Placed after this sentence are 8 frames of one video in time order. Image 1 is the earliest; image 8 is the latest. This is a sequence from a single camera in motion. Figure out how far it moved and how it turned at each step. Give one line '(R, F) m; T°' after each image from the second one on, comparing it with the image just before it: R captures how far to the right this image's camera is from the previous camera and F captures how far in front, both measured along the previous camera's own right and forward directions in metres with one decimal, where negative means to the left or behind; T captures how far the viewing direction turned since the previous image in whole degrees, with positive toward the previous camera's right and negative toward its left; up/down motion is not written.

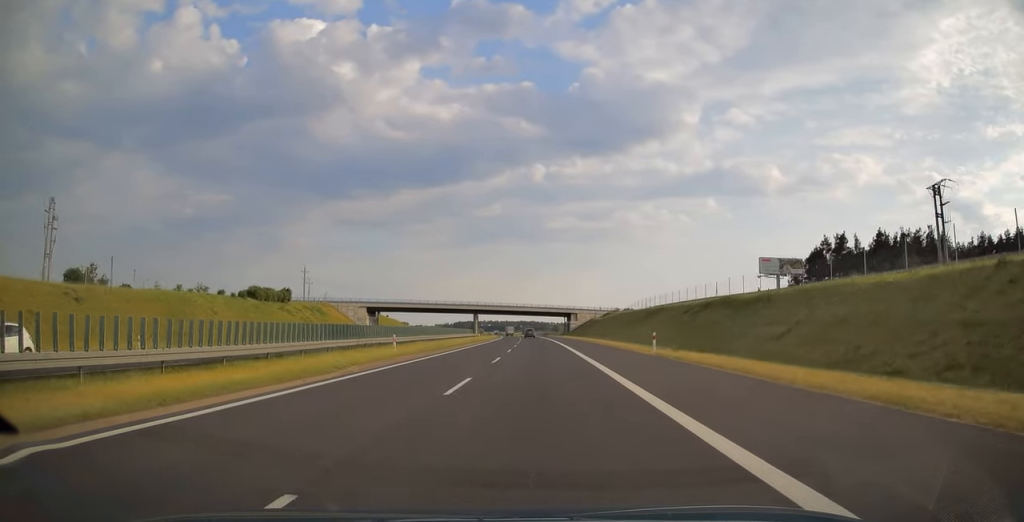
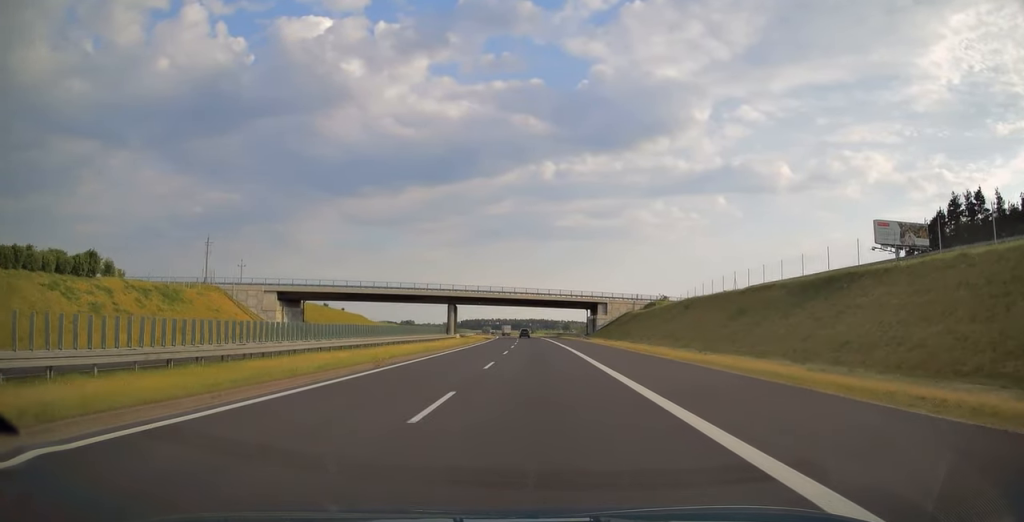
(-0.5, +51.8) m; -1°
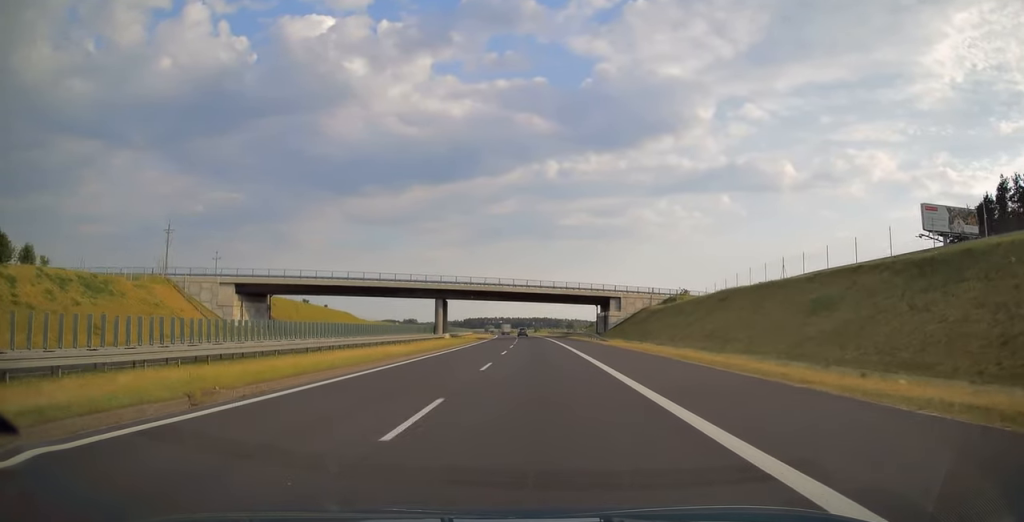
(-0.1, +13.6) m; 0°
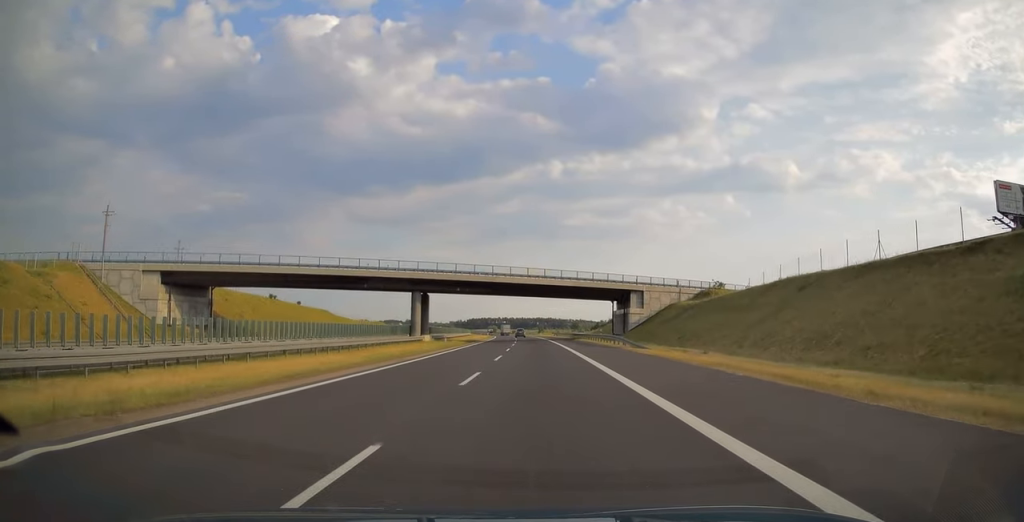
(0.0, +16.9) m; 0°
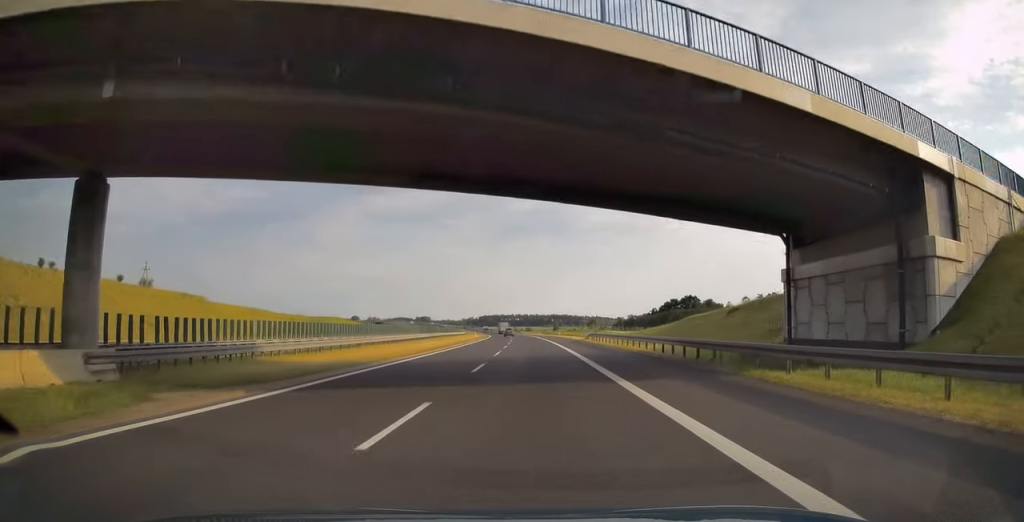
(-0.6, +55.9) m; -1°
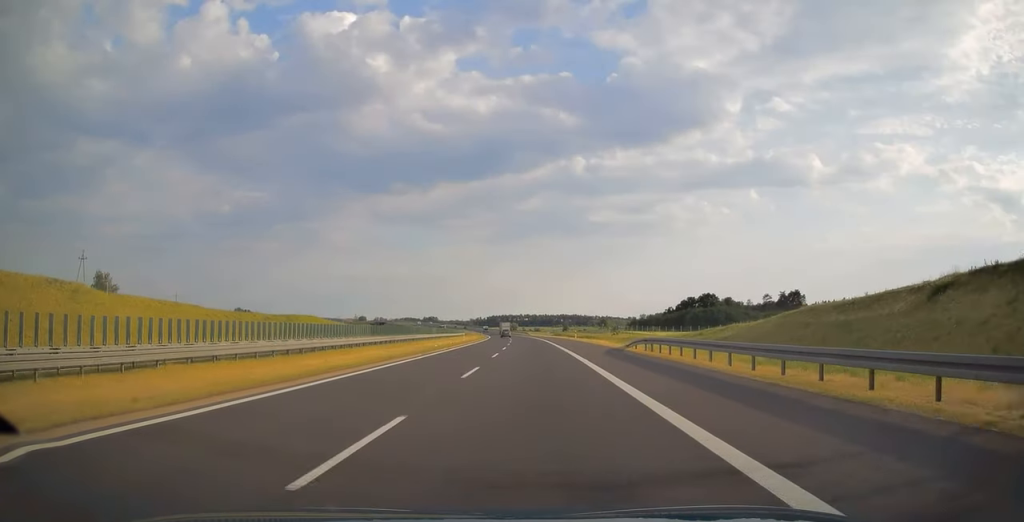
(-0.1, +25.8) m; -1°
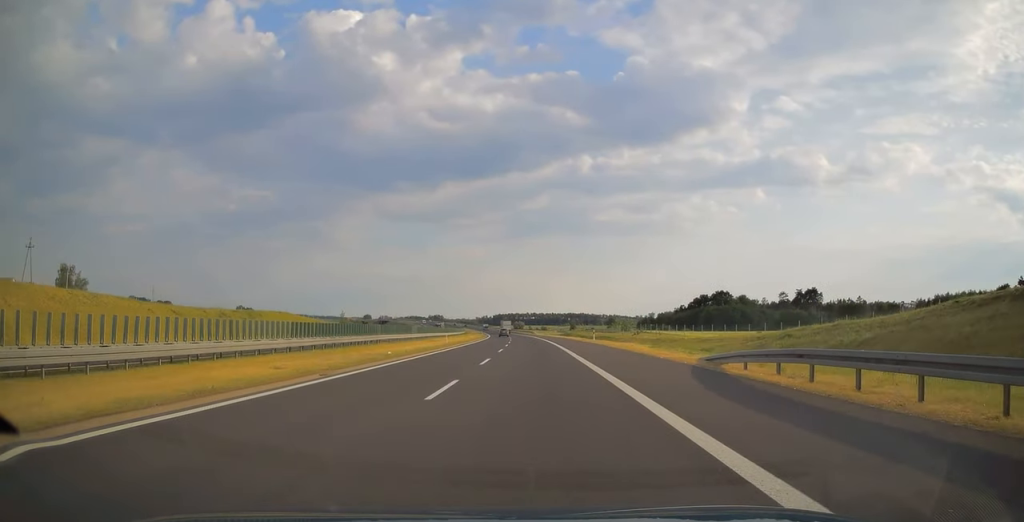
(-0.1, +17.5) m; -1°
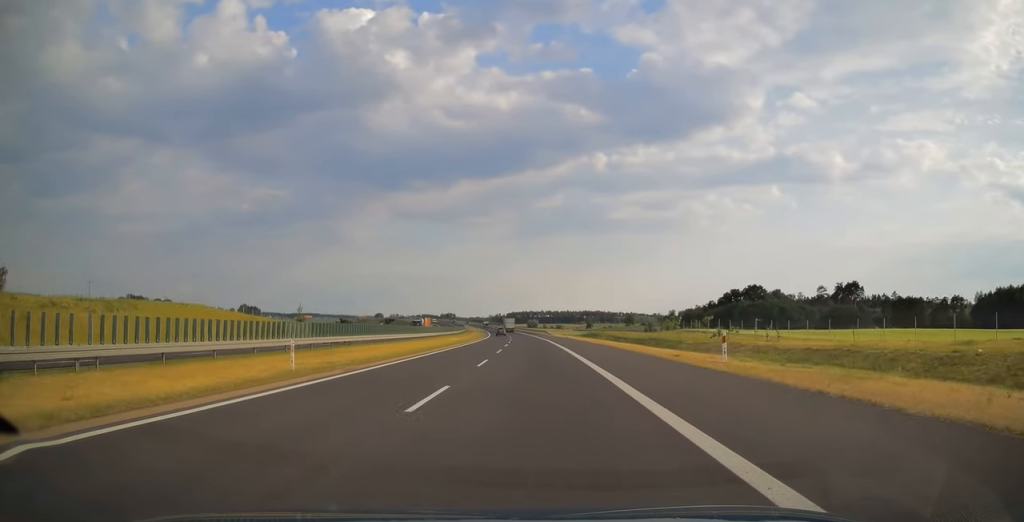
(-0.5, +37.9) m; -1°
